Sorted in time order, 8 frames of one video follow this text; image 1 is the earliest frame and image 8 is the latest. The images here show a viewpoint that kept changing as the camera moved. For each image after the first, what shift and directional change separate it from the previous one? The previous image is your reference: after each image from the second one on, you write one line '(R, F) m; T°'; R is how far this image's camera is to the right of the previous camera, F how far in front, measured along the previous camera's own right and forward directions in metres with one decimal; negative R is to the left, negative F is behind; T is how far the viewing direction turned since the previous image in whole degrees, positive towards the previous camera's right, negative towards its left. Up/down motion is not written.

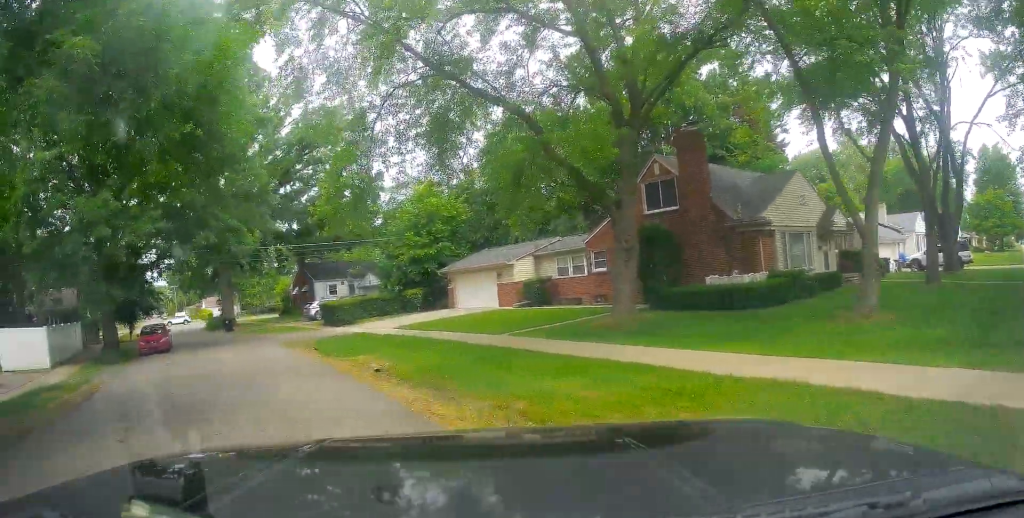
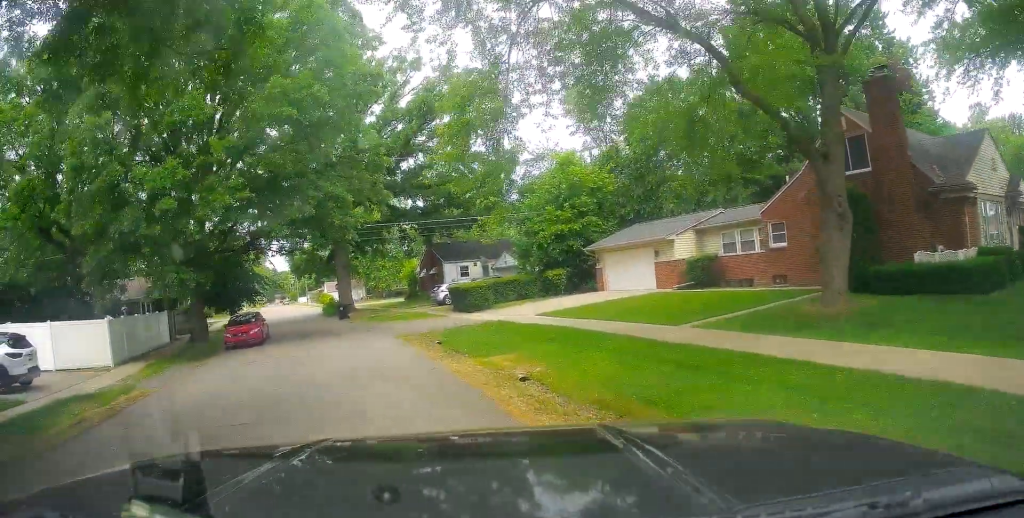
(-0.5, +4.1) m; -14°
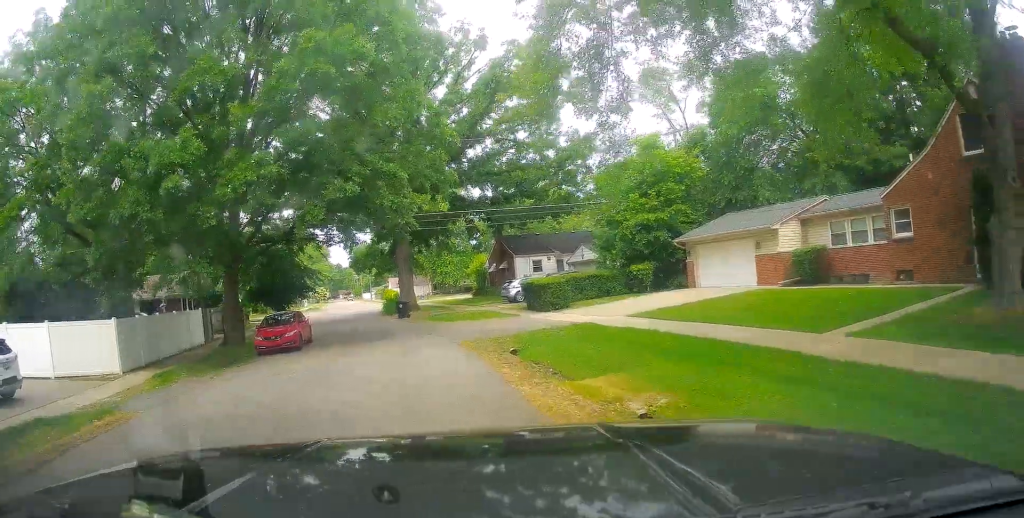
(-0.2, +3.5) m; -10°
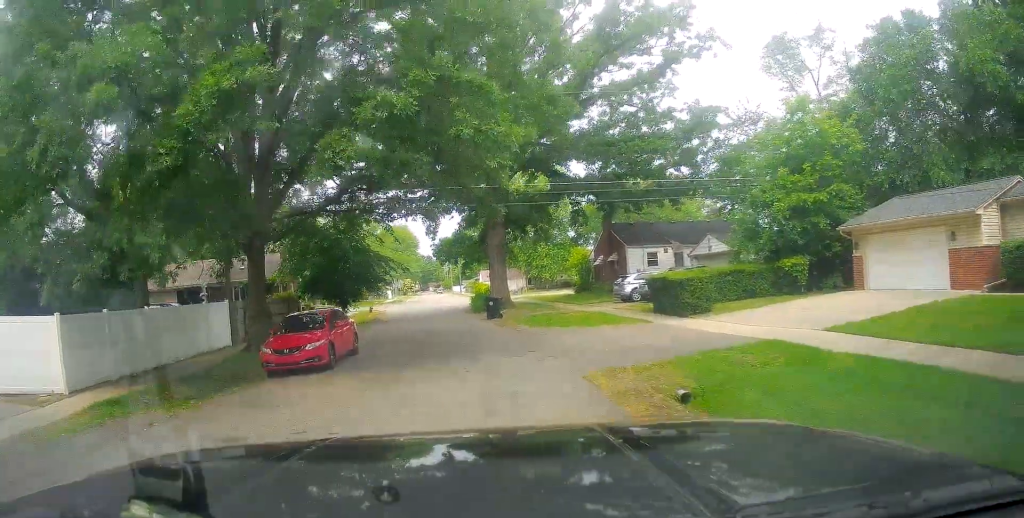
(-1.0, +6.7) m; -11°
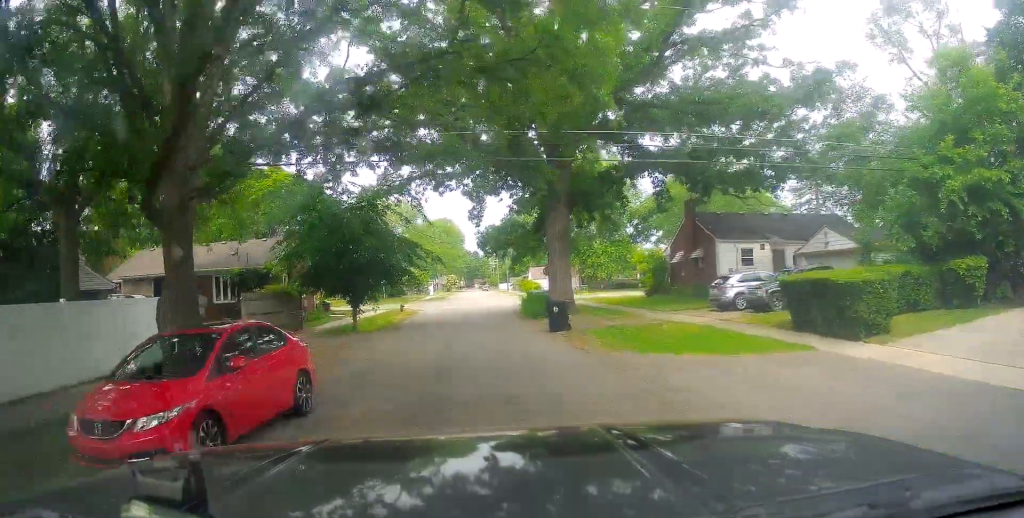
(-0.2, +7.9) m; +2°
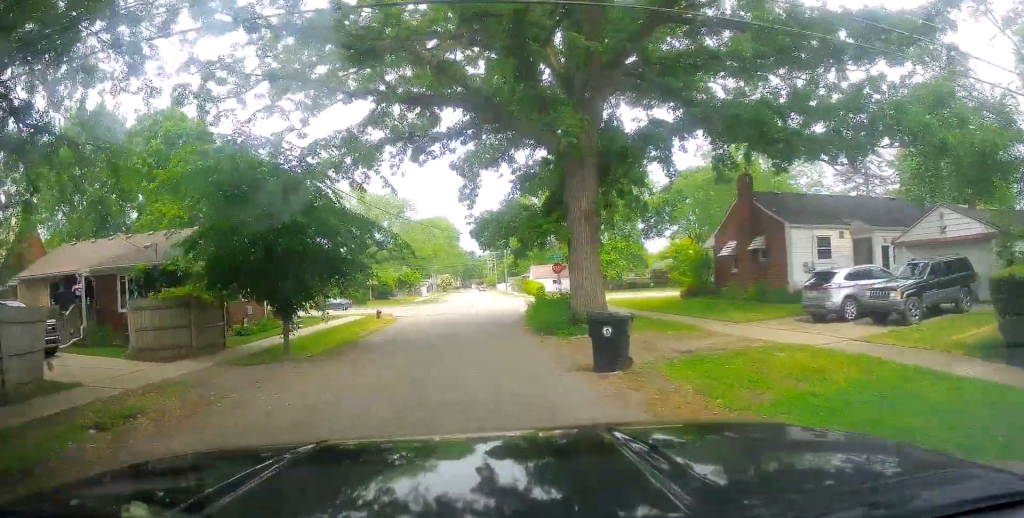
(+0.3, +8.6) m; -1°
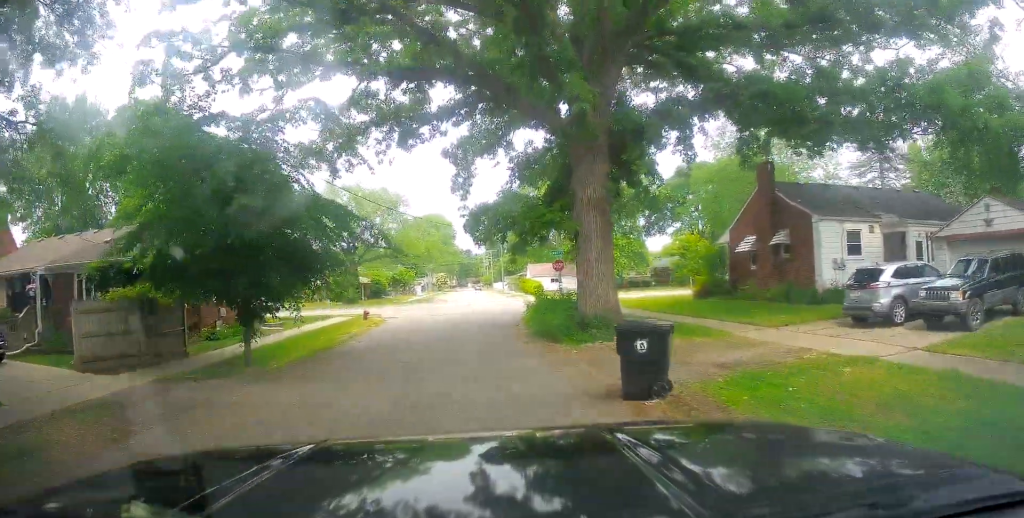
(0.0, +2.7) m; -2°
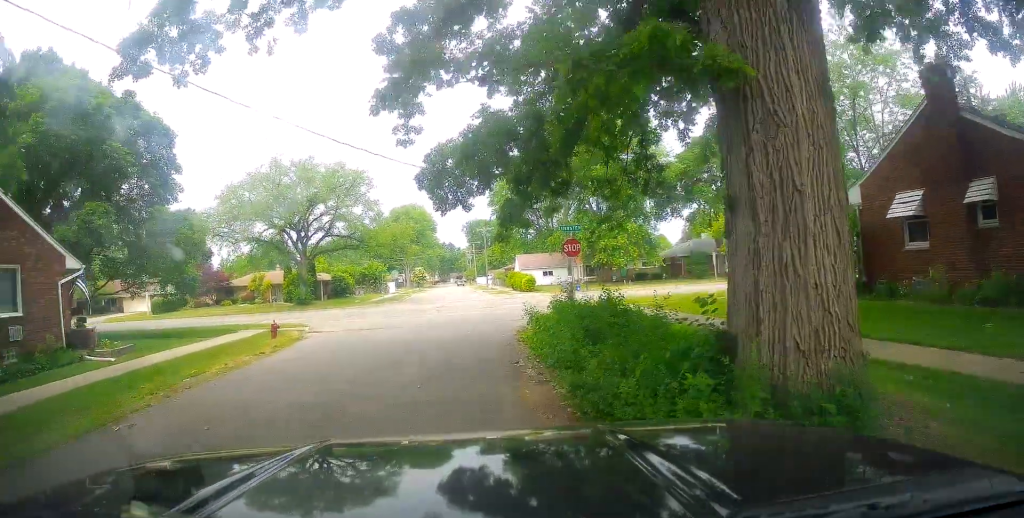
(-0.9, +13.5) m; -4°
